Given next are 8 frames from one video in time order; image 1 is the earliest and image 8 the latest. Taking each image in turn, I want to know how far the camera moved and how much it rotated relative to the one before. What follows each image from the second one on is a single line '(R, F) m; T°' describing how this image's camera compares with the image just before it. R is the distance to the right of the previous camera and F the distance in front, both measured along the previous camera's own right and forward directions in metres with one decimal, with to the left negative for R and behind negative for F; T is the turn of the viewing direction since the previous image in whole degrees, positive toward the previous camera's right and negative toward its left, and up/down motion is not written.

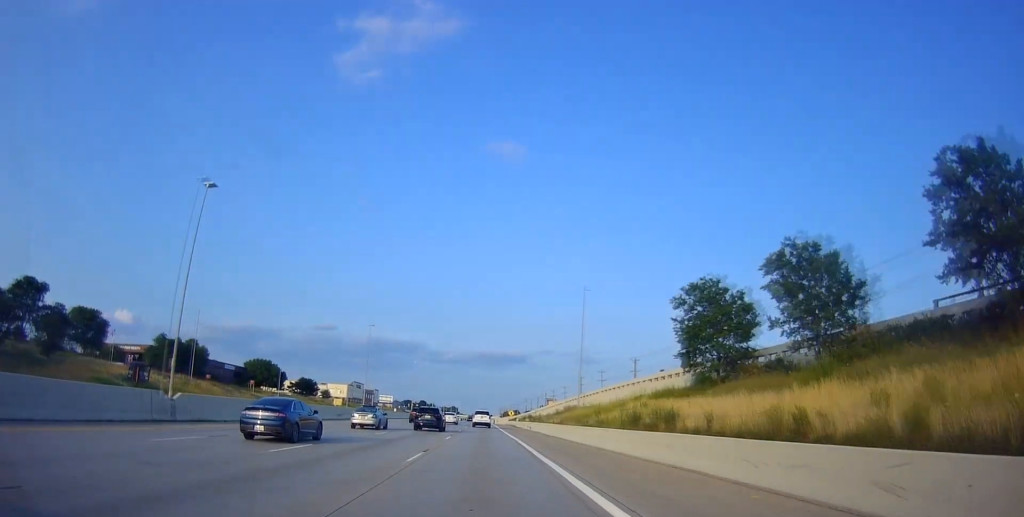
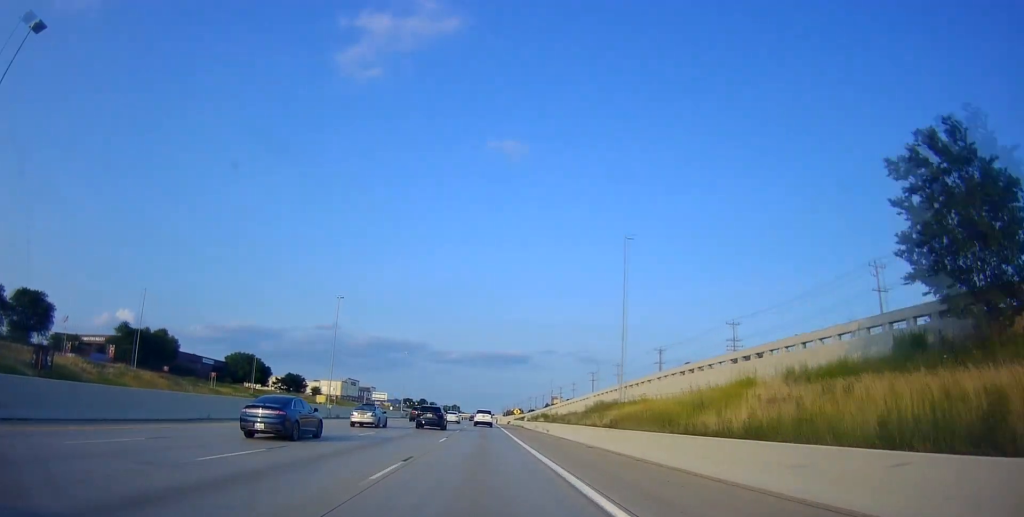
(+0.3, +19.5) m; +1°
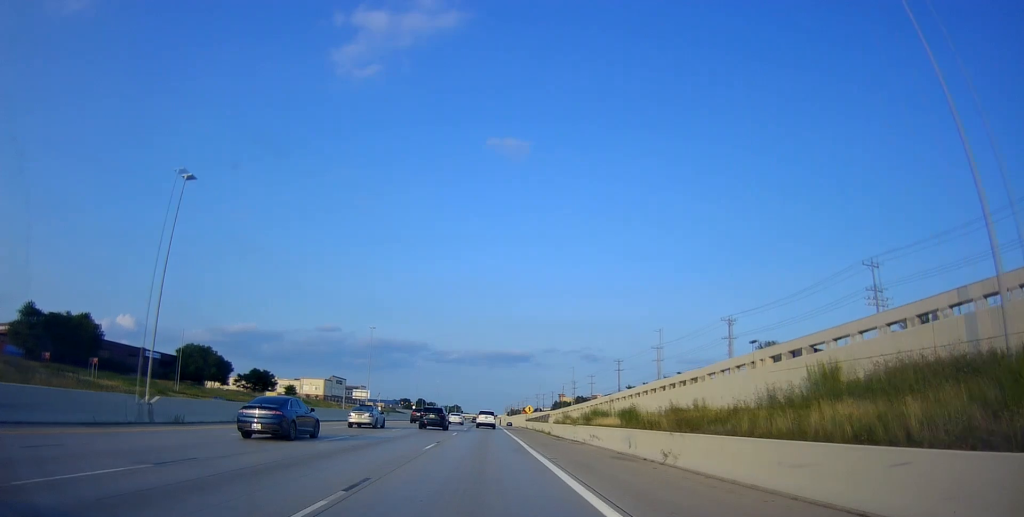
(+0.1, +36.9) m; -1°
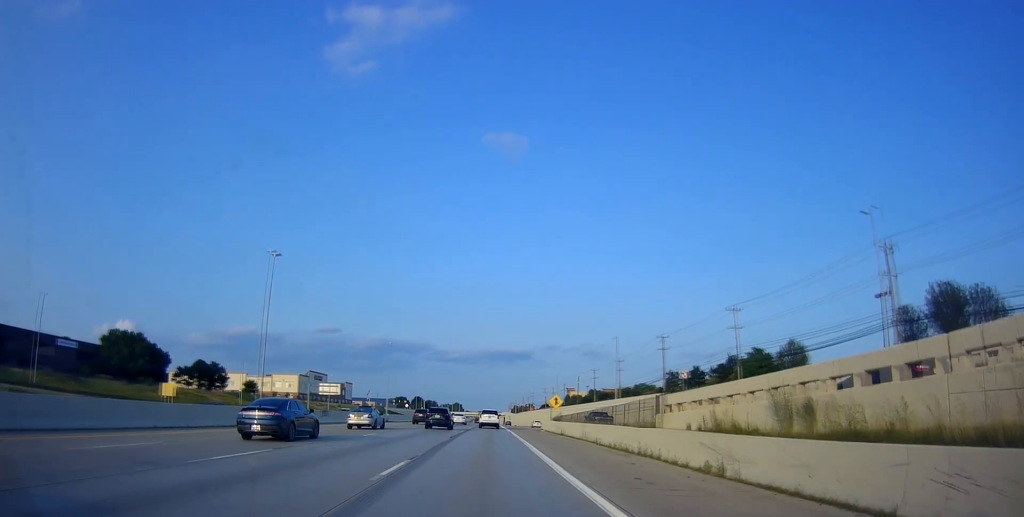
(-0.7, +40.2) m; -1°
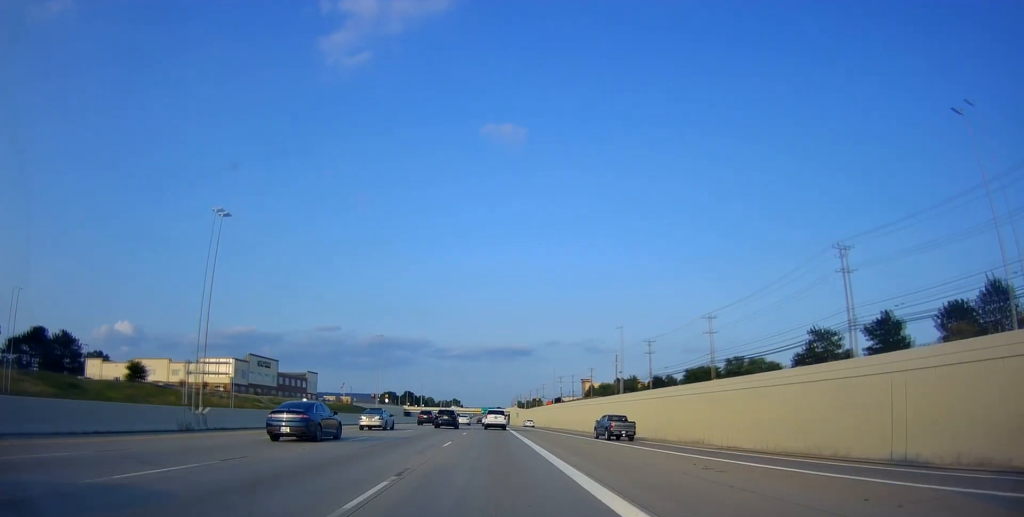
(-0.1, +65.6) m; 0°
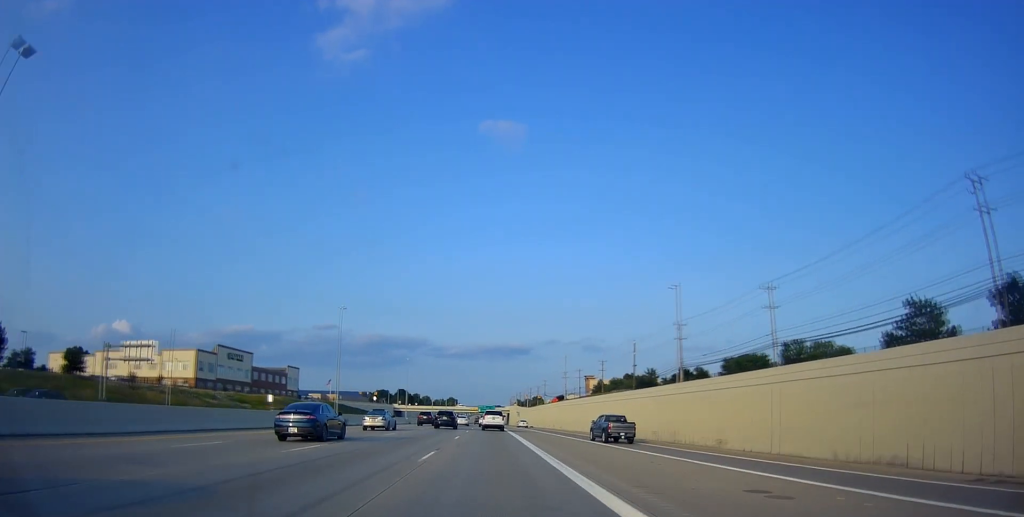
(+0.1, +22.1) m; 0°
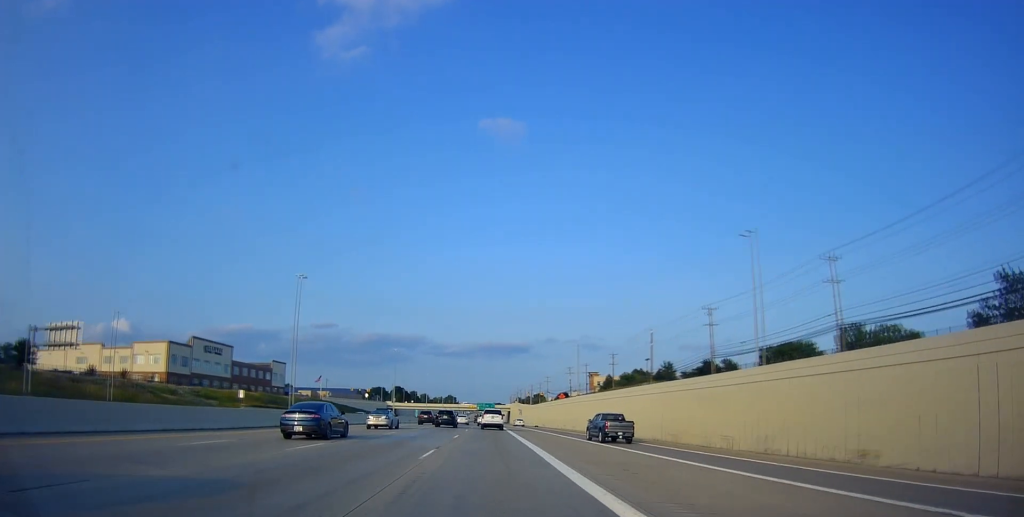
(+0.3, +15.3) m; 0°
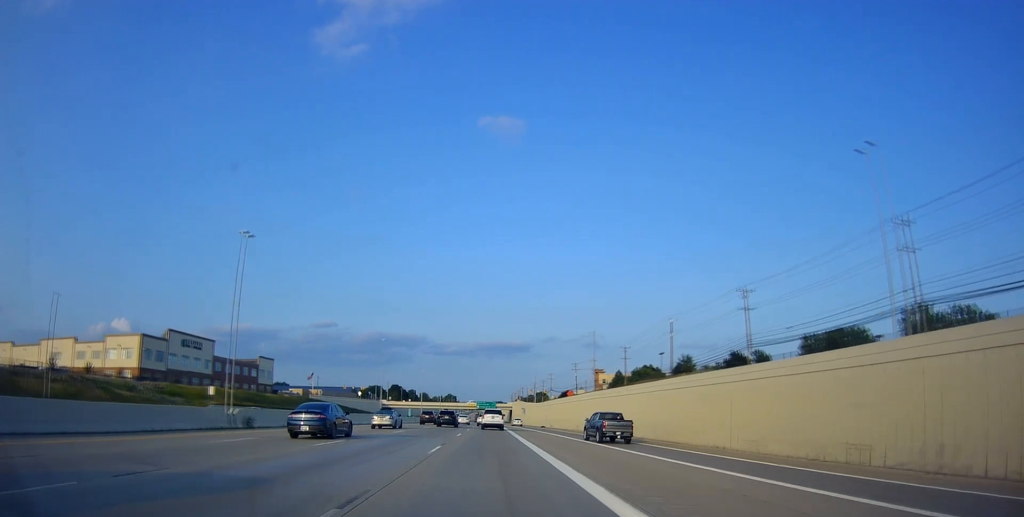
(-0.1, +13.2) m; 0°
